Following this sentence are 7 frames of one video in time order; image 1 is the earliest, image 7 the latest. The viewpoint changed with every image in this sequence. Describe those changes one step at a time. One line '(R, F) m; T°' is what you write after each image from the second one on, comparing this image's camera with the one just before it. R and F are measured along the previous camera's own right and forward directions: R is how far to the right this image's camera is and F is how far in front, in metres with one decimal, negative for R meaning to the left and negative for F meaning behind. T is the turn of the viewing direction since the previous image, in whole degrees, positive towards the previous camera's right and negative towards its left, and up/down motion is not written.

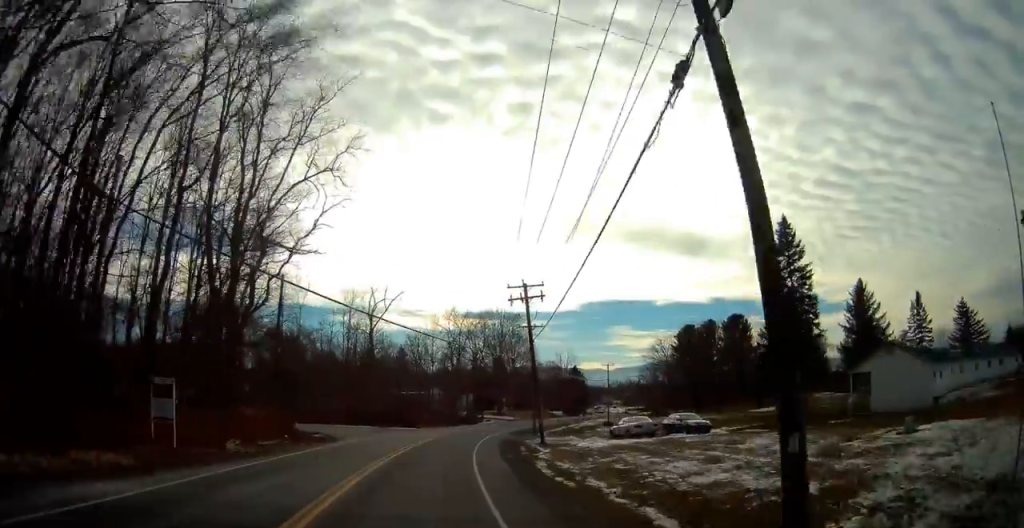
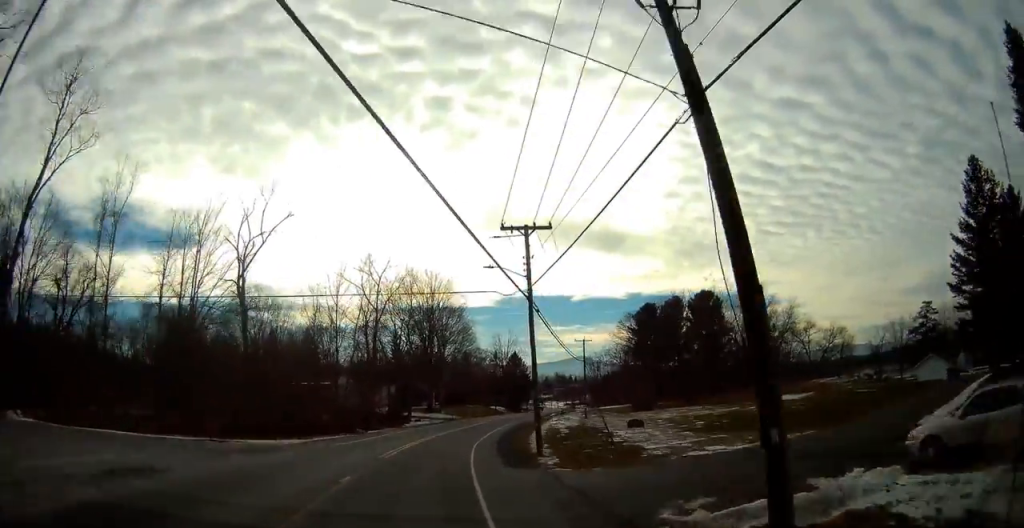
(+0.9, +30.0) m; +7°
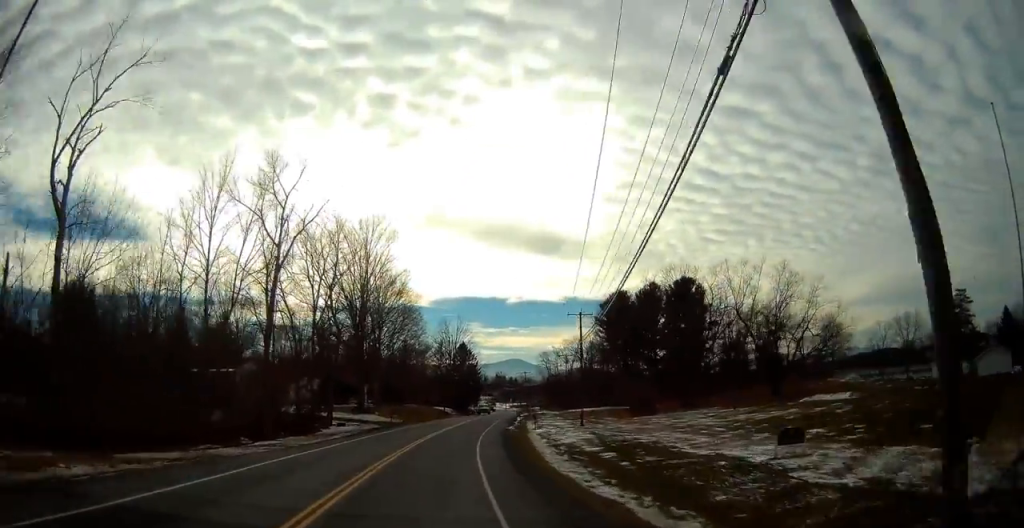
(+1.7, +23.4) m; +9°
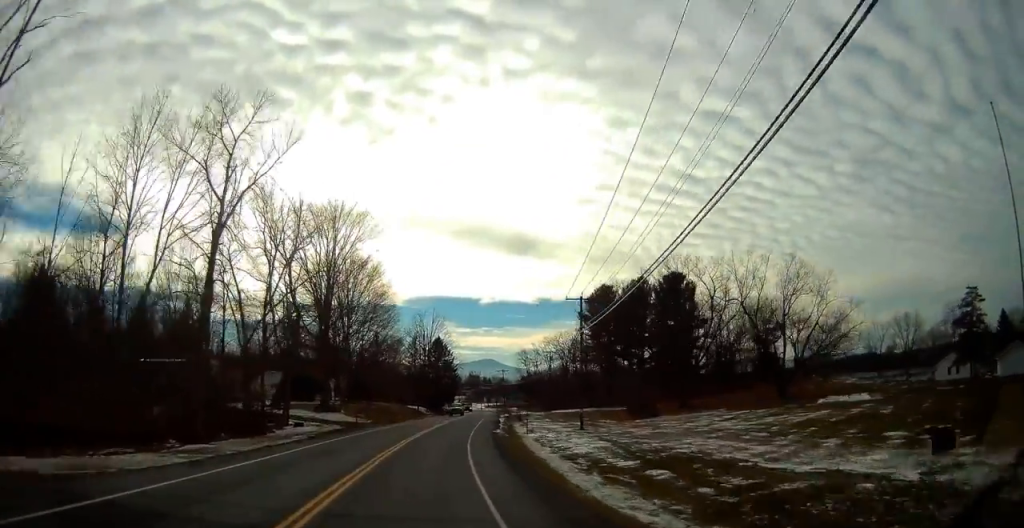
(+0.5, +8.2) m; +2°
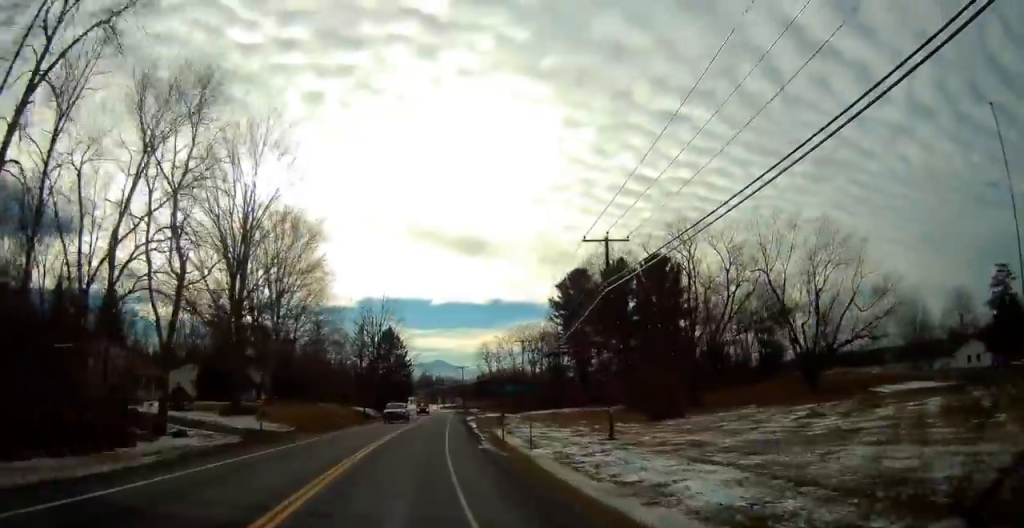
(+0.4, +16.4) m; +3°
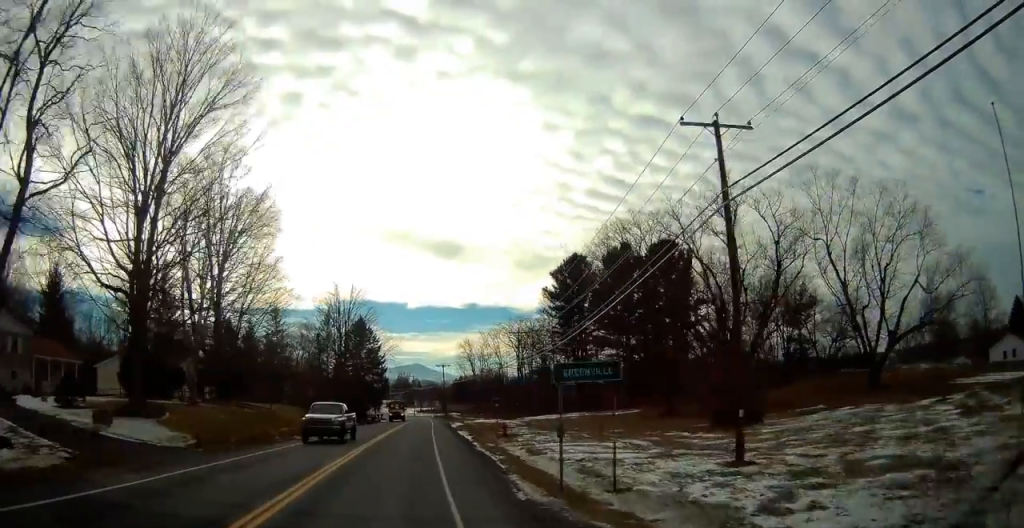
(+0.4, +13.9) m; +2°
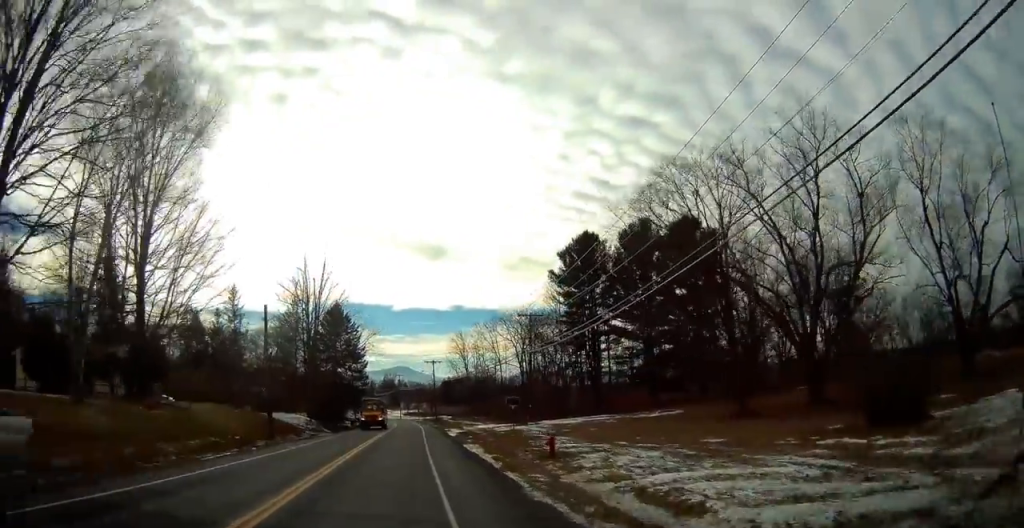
(+0.2, +14.0) m; +1°
